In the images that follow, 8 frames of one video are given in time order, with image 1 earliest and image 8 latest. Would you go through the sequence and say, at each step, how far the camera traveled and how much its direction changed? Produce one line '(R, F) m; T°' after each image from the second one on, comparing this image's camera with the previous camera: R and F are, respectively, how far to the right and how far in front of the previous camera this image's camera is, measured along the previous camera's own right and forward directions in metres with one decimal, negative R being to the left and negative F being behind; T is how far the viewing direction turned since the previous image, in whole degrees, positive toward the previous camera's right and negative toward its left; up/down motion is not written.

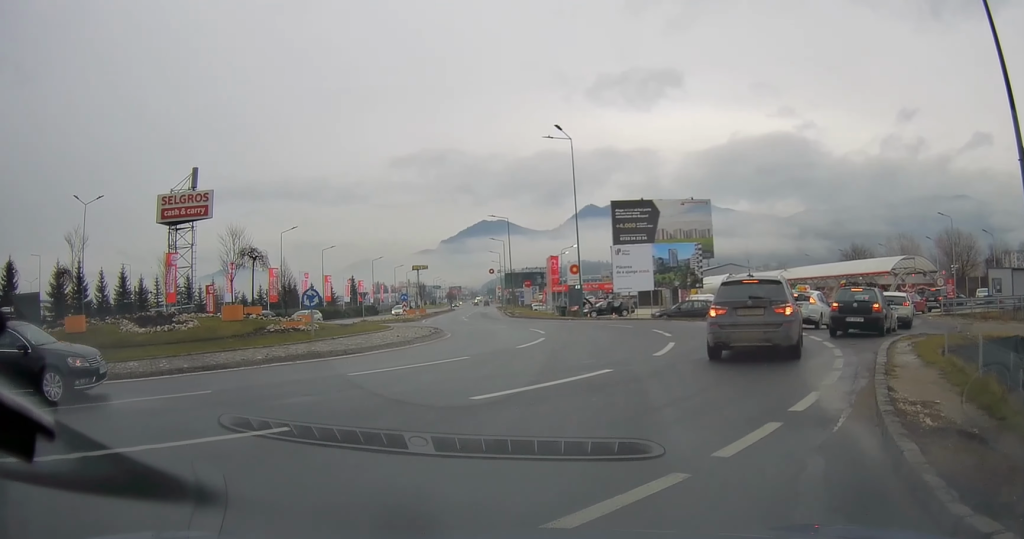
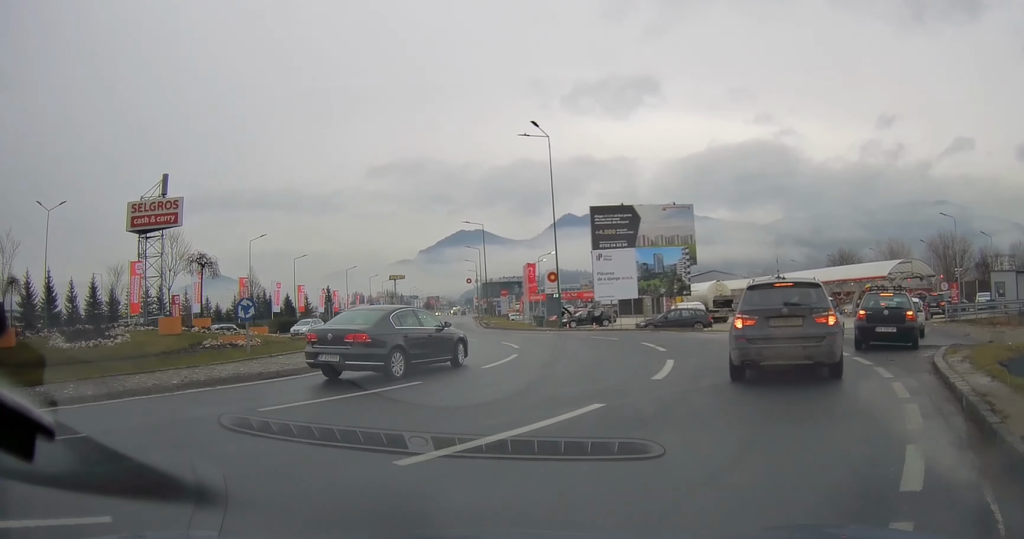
(-0.1, +1.5) m; 0°
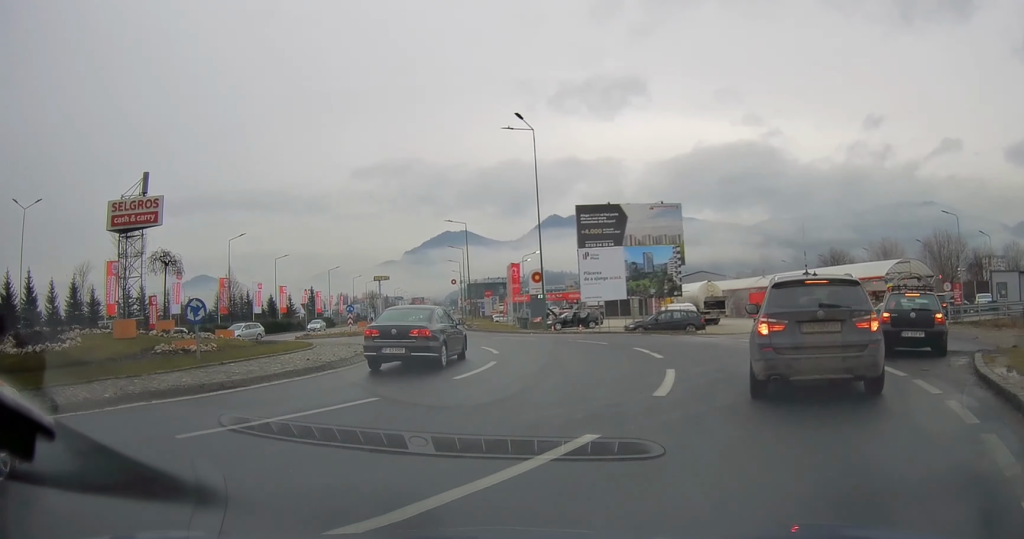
(0.0, +0.9) m; +1°
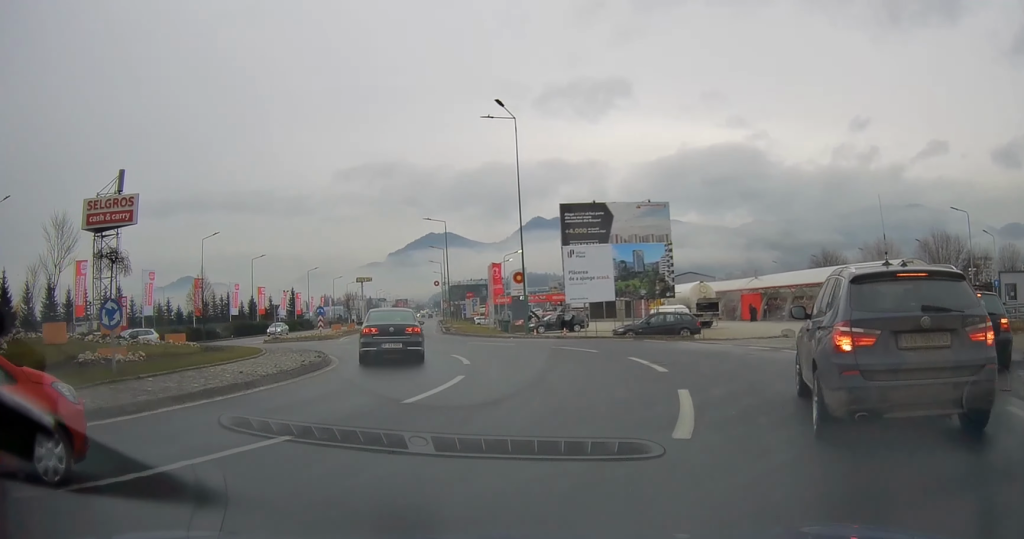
(0.0, +1.9) m; +3°
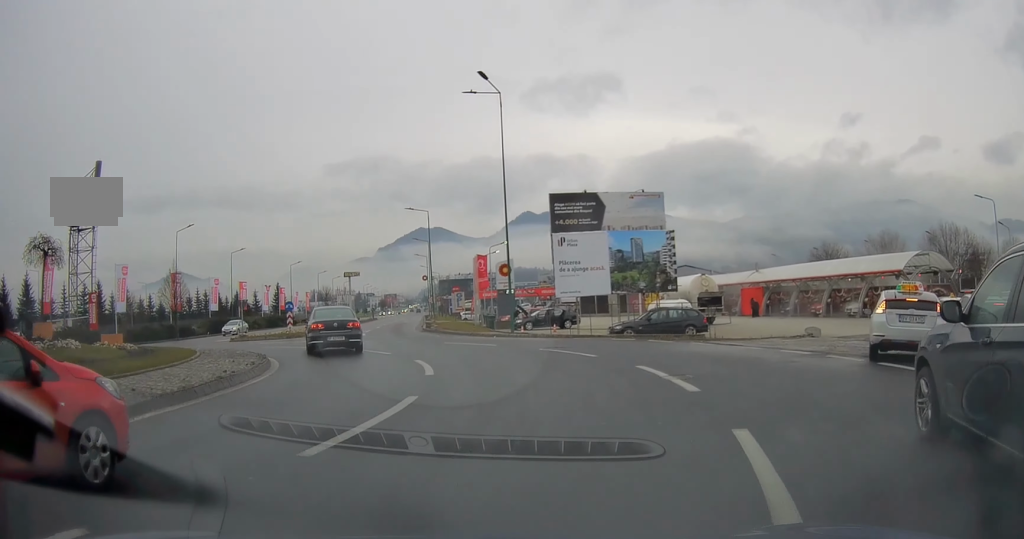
(+0.1, +3.4) m; 0°
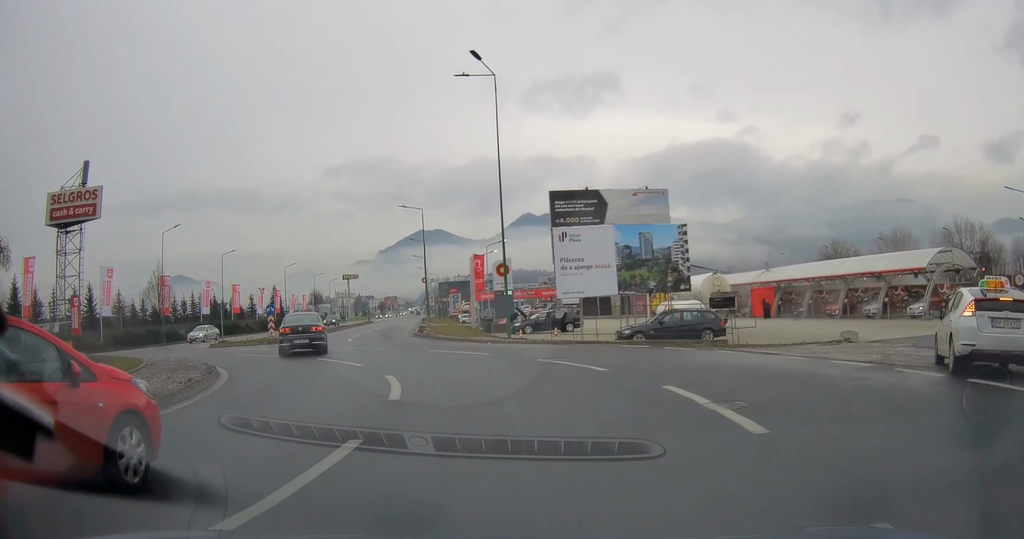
(0.0, +3.0) m; 0°
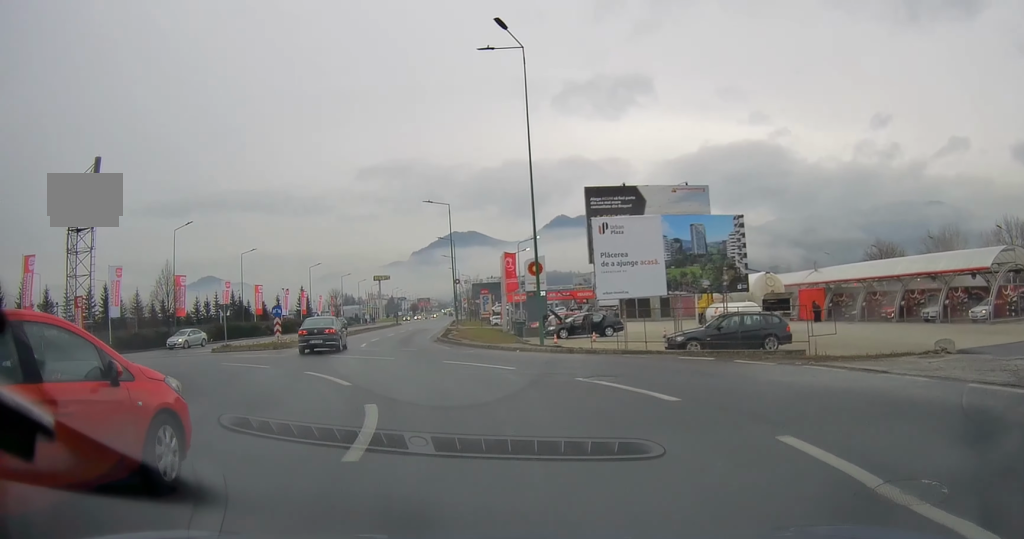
(-0.1, +3.8) m; -1°
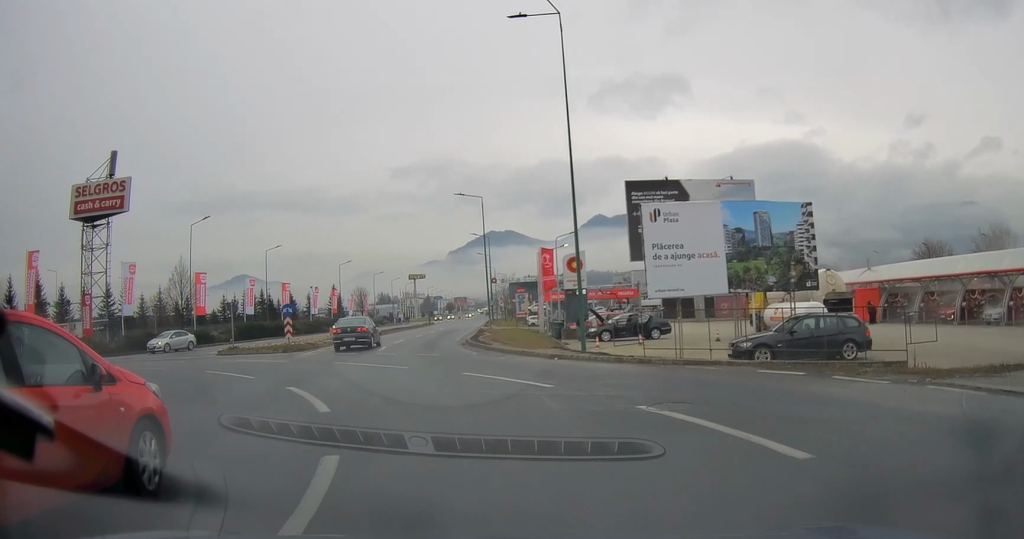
(0.0, +3.4) m; -4°
